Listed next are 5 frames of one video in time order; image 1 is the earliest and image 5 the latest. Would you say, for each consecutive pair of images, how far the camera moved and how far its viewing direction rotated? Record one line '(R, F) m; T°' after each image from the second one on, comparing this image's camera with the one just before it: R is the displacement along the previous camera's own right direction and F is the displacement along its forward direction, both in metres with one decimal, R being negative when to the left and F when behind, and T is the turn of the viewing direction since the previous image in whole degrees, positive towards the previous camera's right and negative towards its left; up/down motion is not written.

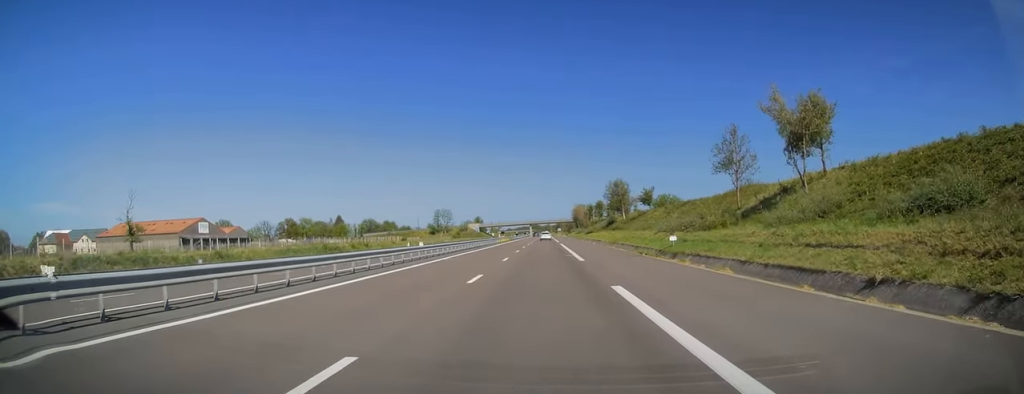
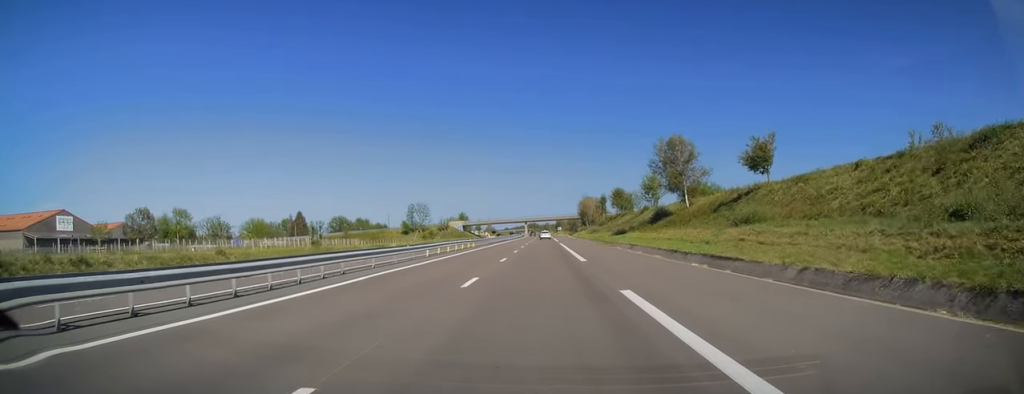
(-0.1, +53.0) m; +1°
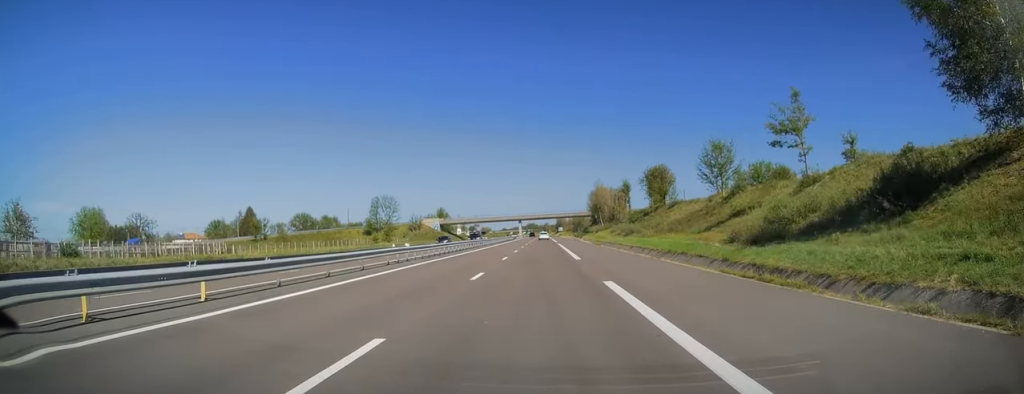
(+0.4, +49.1) m; 0°
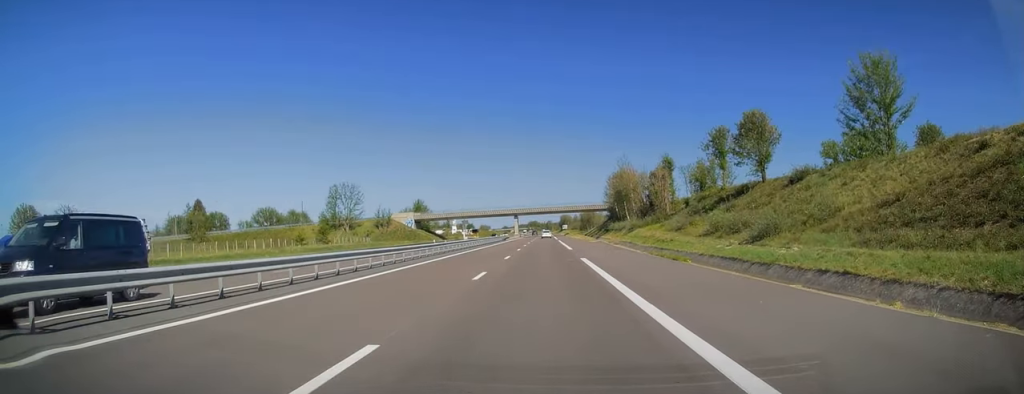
(-0.5, +39.3) m; -1°
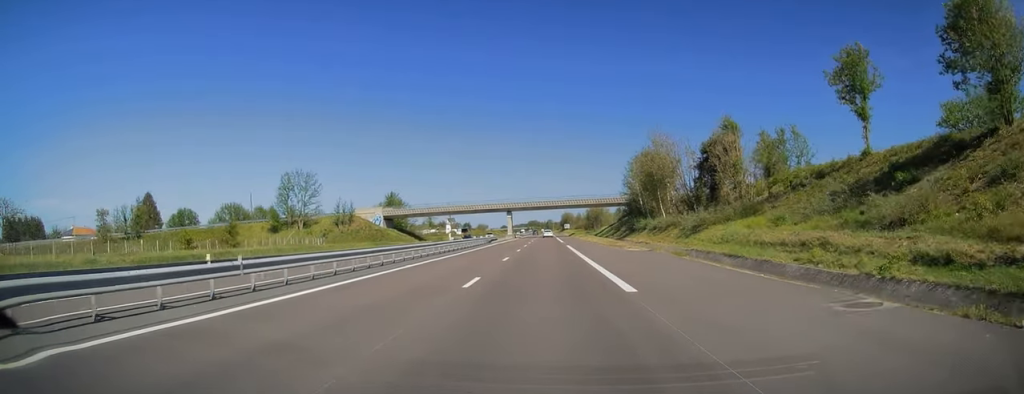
(0.0, +28.5) m; 0°
